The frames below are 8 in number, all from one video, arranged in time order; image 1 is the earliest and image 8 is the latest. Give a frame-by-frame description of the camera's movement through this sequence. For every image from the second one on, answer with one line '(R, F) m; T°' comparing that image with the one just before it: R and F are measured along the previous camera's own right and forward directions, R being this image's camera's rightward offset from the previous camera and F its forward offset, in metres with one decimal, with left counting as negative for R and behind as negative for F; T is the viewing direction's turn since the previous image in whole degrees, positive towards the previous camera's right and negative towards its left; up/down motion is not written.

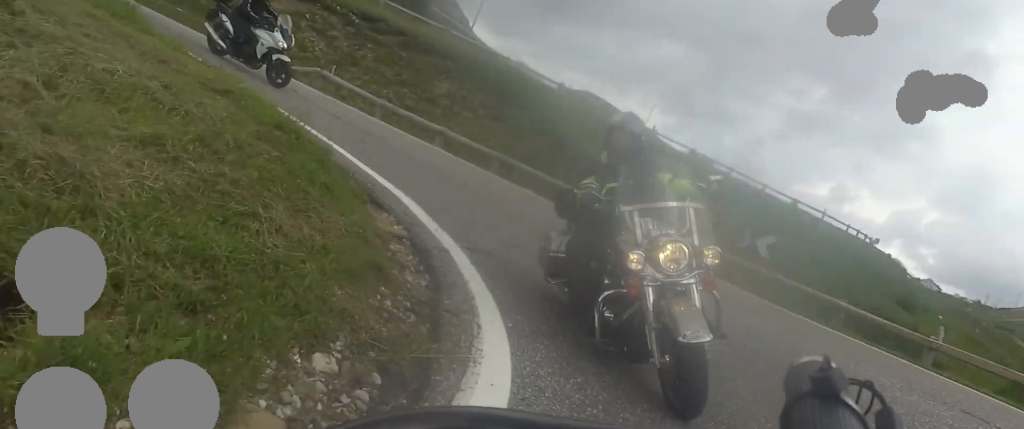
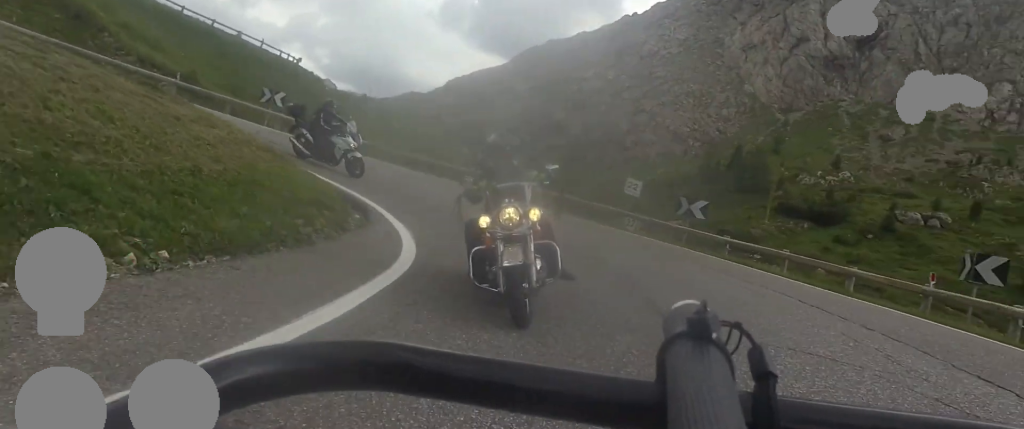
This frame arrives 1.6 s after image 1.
(+4.9, +10.0) m; +36°
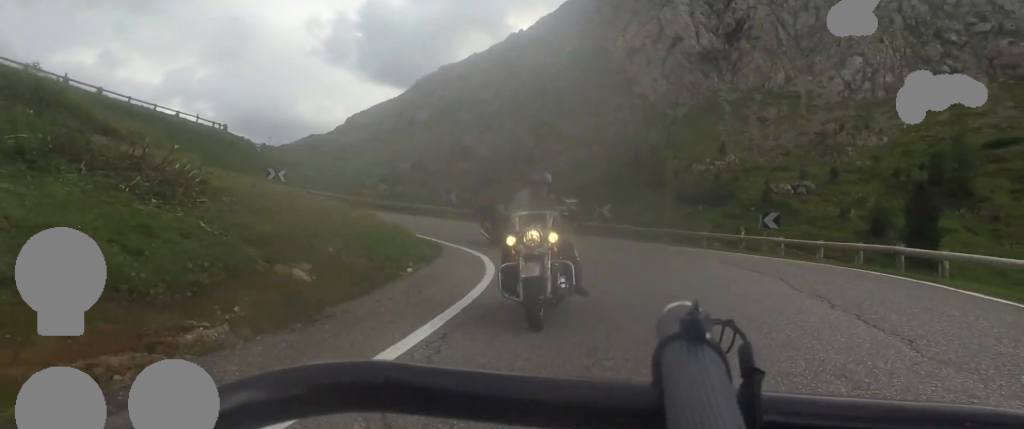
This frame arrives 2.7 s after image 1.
(+0.9, +8.8) m; +8°
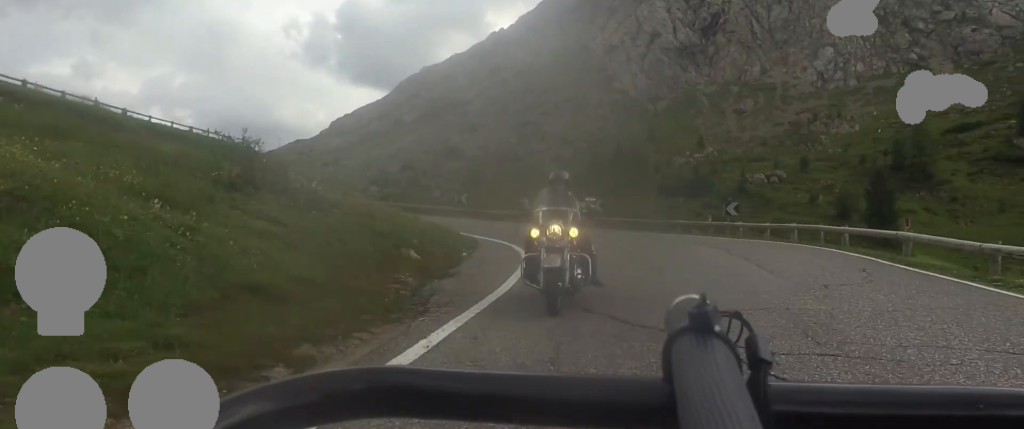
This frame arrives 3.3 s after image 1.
(+0.1, +5.2) m; +2°
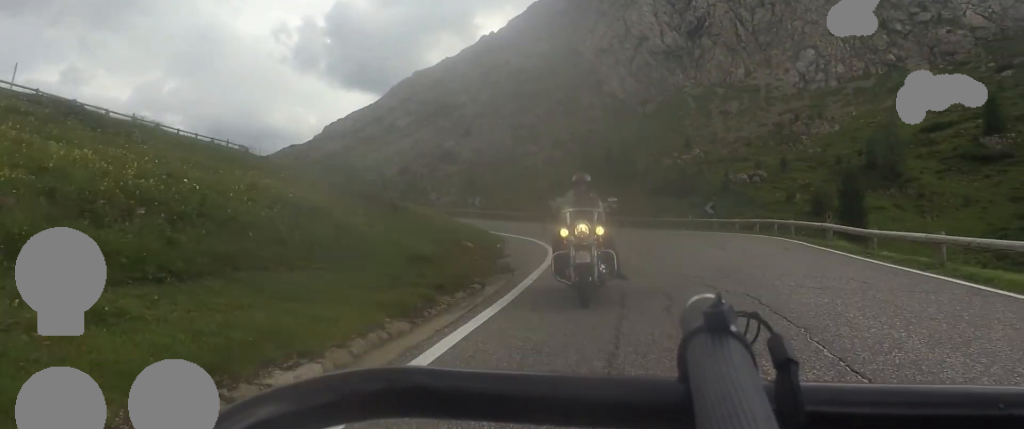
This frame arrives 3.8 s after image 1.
(0.0, +5.2) m; +1°
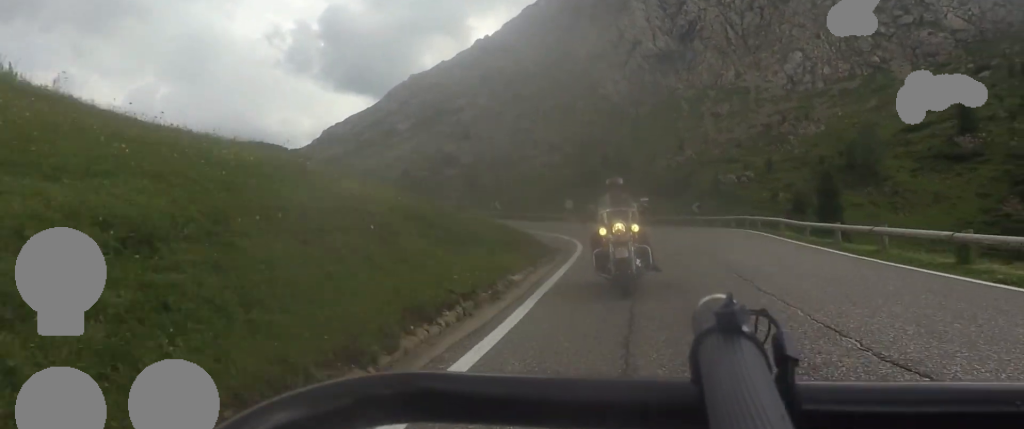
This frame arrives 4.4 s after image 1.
(+0.1, +6.8) m; +3°
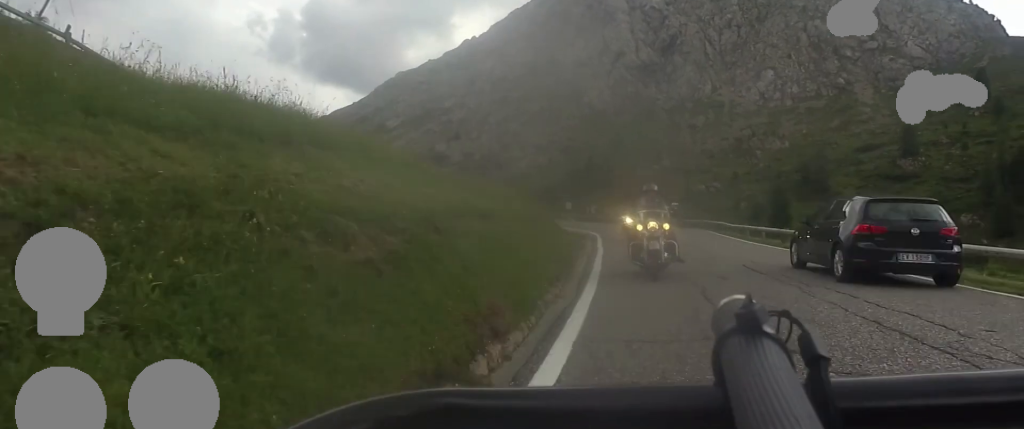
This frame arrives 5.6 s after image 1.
(+0.7, +12.9) m; +5°
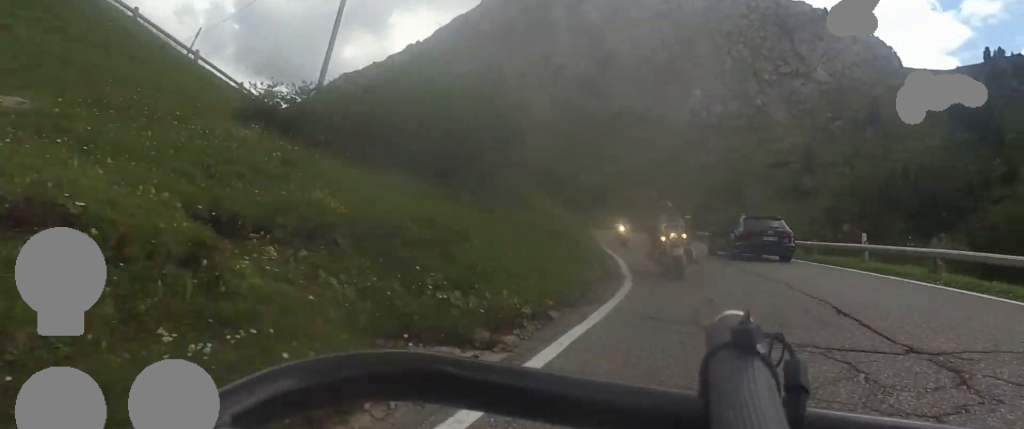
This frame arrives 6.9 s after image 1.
(+0.4, +15.9) m; +1°
